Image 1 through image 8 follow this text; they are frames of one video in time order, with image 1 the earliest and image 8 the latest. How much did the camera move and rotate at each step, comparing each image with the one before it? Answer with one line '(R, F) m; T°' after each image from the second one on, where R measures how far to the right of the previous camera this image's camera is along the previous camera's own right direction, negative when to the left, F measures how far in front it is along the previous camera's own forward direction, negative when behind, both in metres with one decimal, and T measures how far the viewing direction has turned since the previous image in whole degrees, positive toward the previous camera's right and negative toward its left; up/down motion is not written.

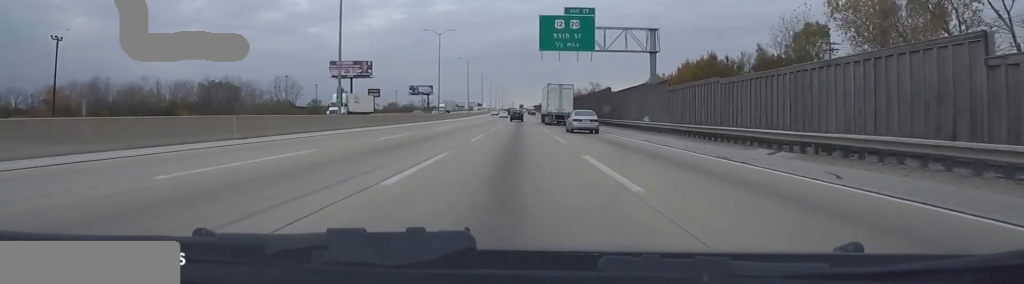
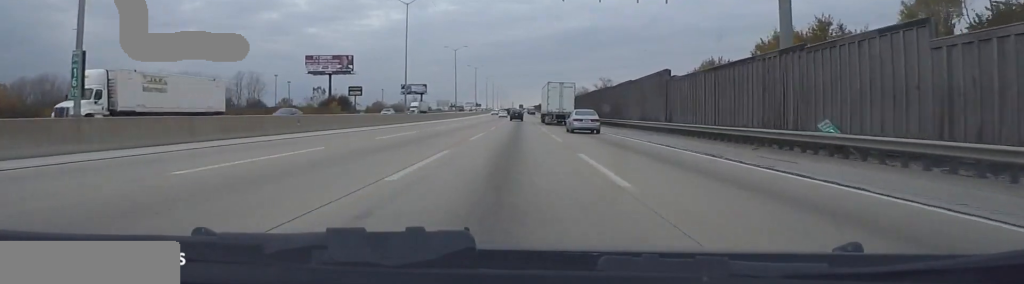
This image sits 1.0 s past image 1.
(+0.5, +30.9) m; +2°
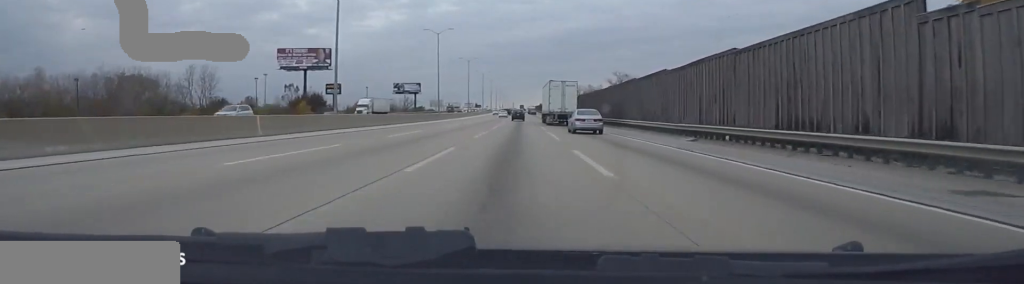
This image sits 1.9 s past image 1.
(+0.6, +29.8) m; -1°
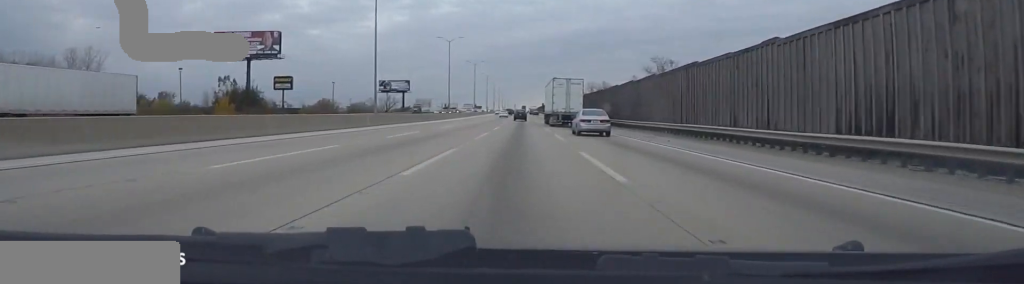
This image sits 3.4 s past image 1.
(-1.5, +46.4) m; -1°
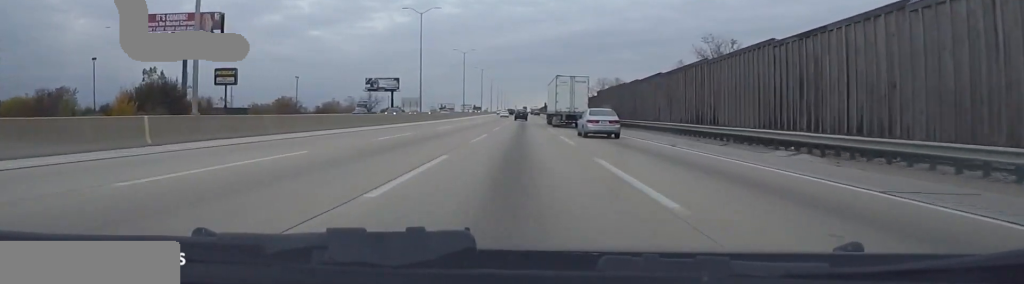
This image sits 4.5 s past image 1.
(+1.0, +32.5) m; +1°
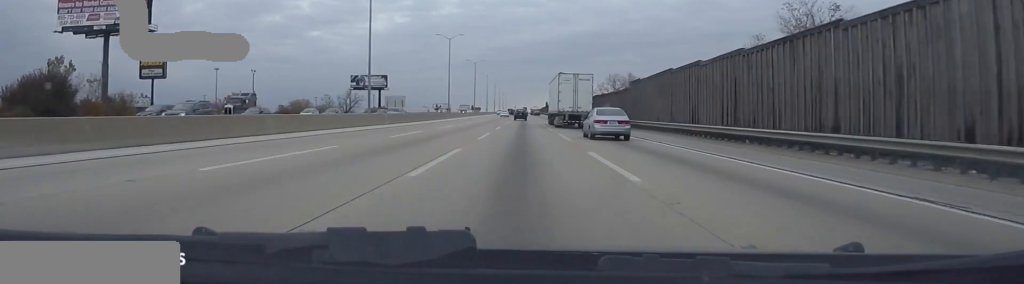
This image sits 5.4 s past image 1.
(-0.3, +26.8) m; -1°
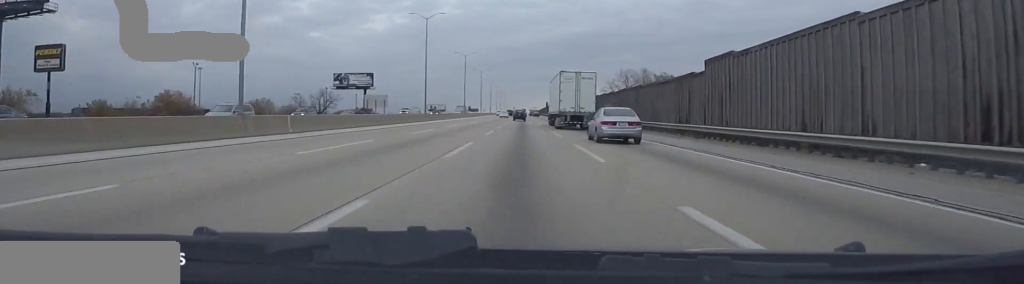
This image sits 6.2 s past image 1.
(-0.5, +24.3) m; +1°
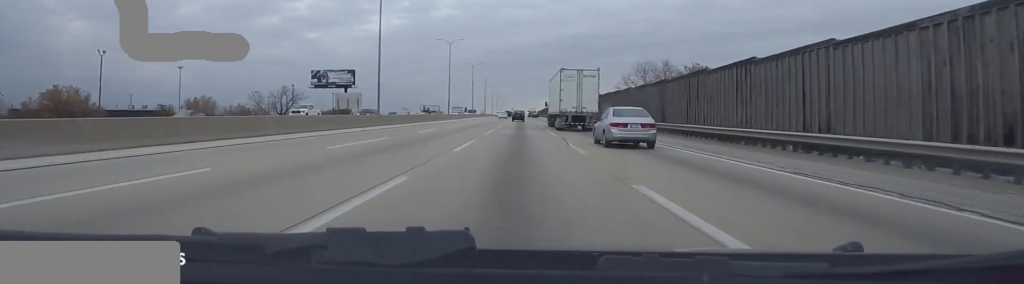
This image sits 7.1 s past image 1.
(+1.2, +26.7) m; +1°
